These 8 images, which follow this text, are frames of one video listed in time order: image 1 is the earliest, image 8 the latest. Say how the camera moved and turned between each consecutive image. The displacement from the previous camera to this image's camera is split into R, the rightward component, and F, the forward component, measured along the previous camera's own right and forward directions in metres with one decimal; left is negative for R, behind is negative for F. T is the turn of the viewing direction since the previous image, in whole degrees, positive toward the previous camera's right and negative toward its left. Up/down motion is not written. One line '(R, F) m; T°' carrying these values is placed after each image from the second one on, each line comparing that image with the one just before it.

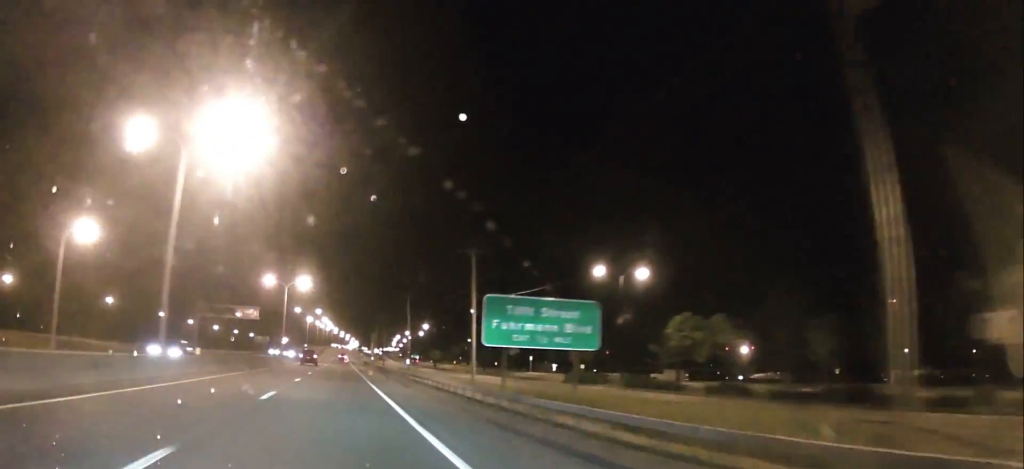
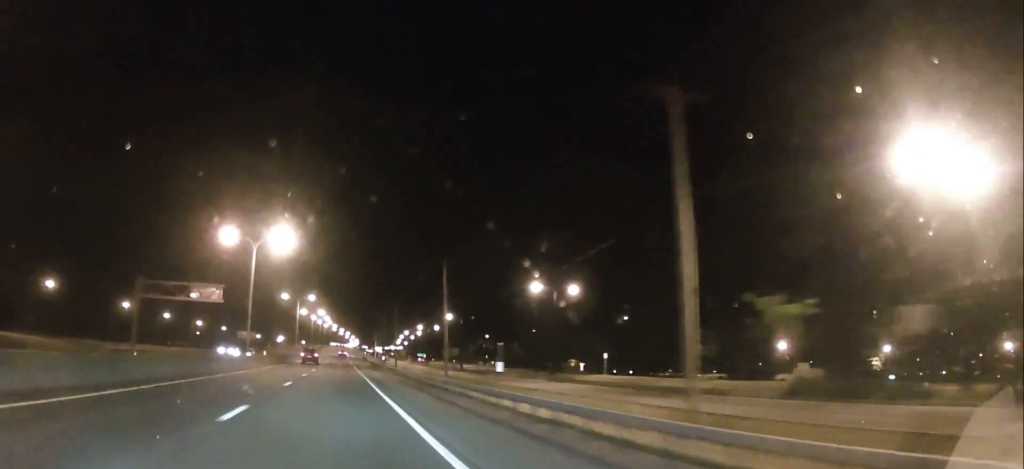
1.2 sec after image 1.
(+0.1, +29.8) m; 0°
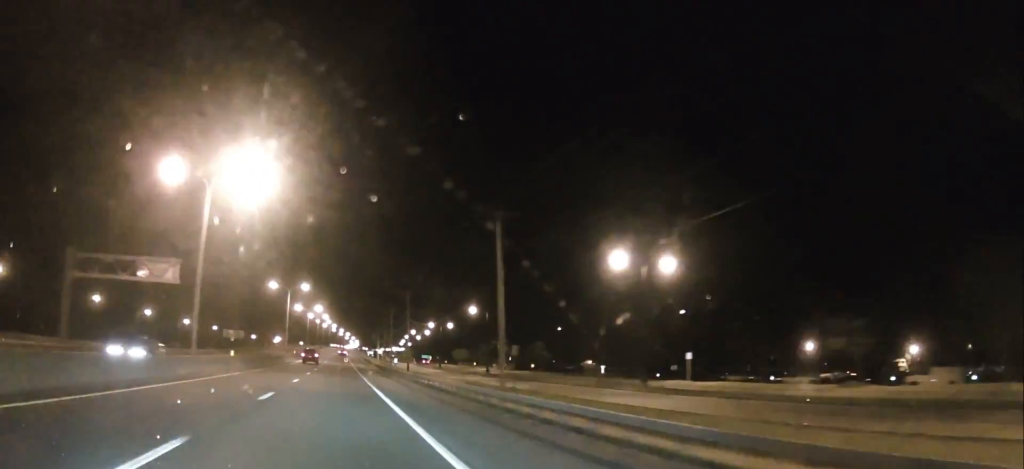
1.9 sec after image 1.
(-0.1, +18.7) m; +1°
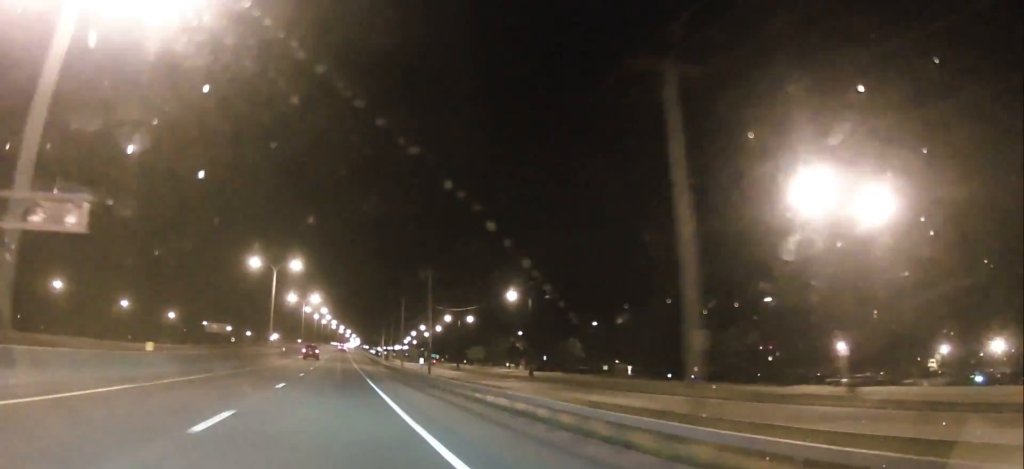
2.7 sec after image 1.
(+0.1, +19.6) m; 0°
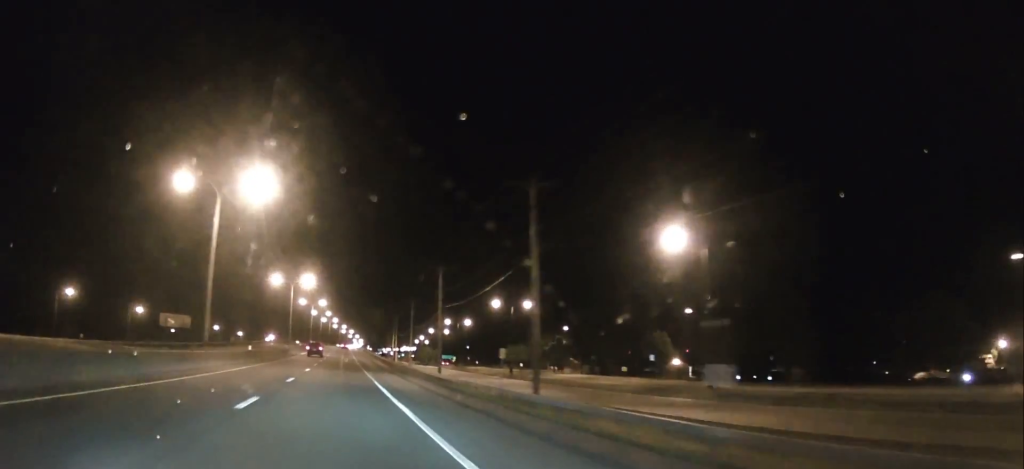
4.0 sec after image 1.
(-0.2, +33.3) m; -1°
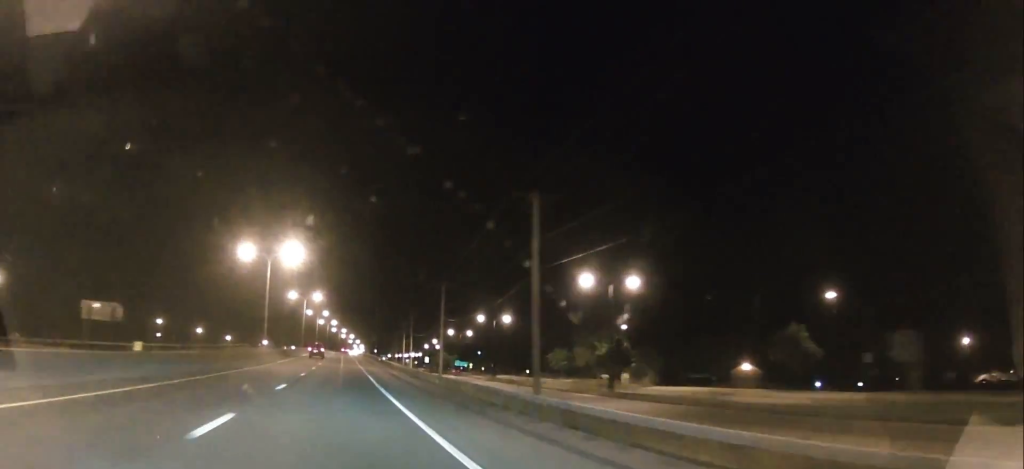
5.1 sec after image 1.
(-0.1, +29.0) m; 0°
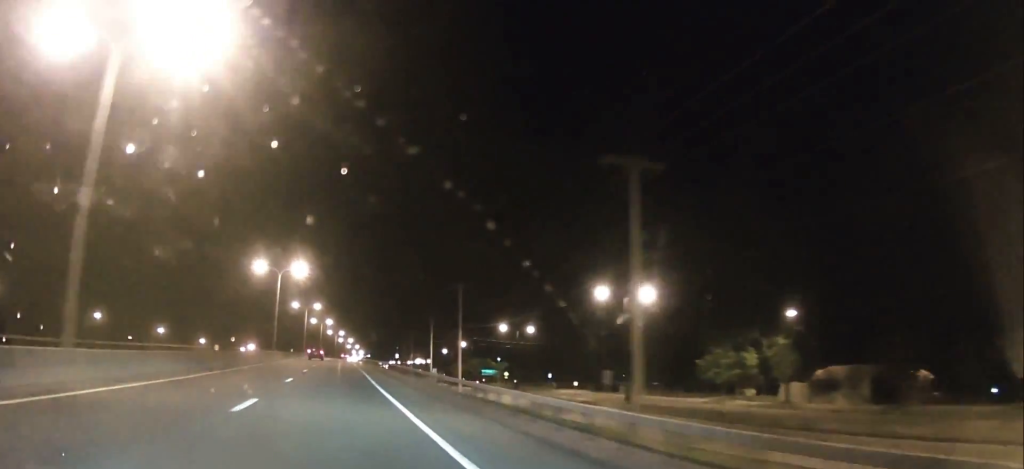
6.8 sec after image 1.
(+0.2, +44.3) m; +1°
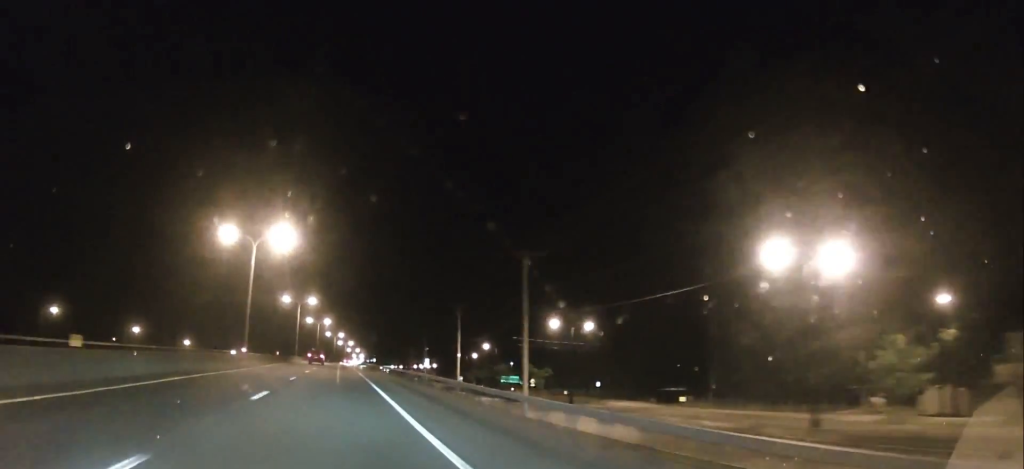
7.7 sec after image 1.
(+0.1, +21.3) m; 0°
